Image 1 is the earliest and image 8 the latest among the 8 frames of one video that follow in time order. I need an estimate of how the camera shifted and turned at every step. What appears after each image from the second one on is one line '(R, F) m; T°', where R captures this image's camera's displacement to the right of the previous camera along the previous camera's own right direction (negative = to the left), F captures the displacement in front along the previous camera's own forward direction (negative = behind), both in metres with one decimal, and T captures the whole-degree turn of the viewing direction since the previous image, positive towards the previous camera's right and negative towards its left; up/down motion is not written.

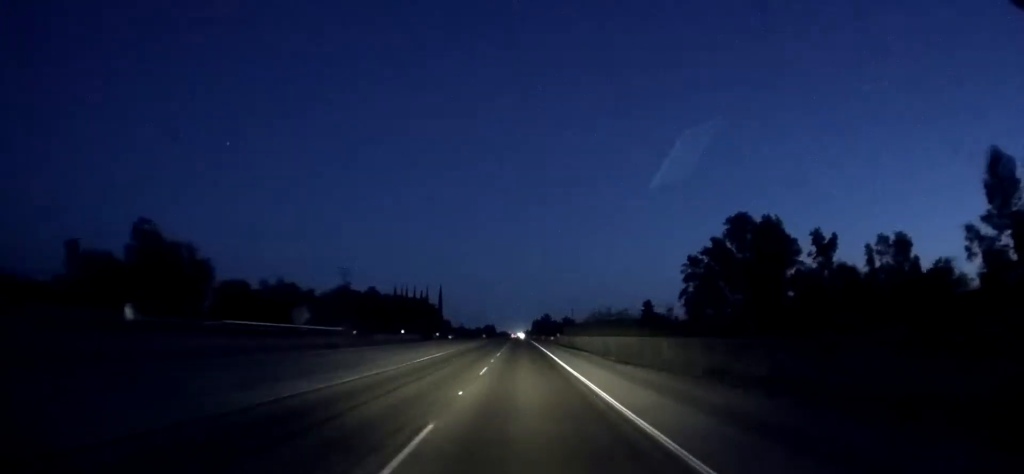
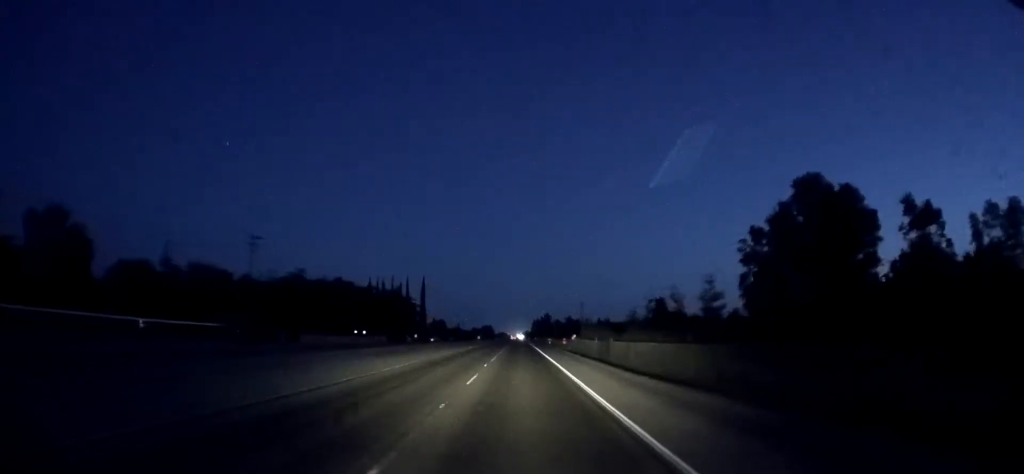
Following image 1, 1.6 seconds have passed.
(0.0, +32.8) m; 0°
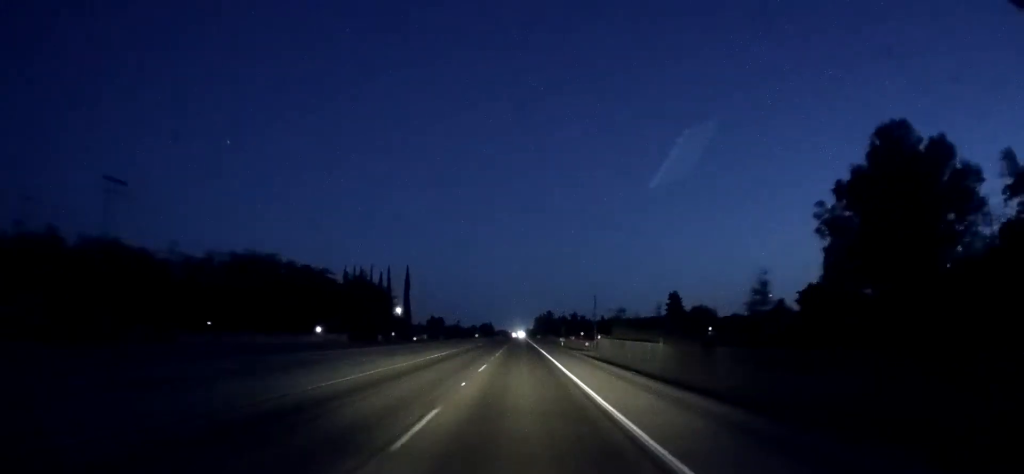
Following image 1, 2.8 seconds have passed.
(+0.4, +24.6) m; +1°
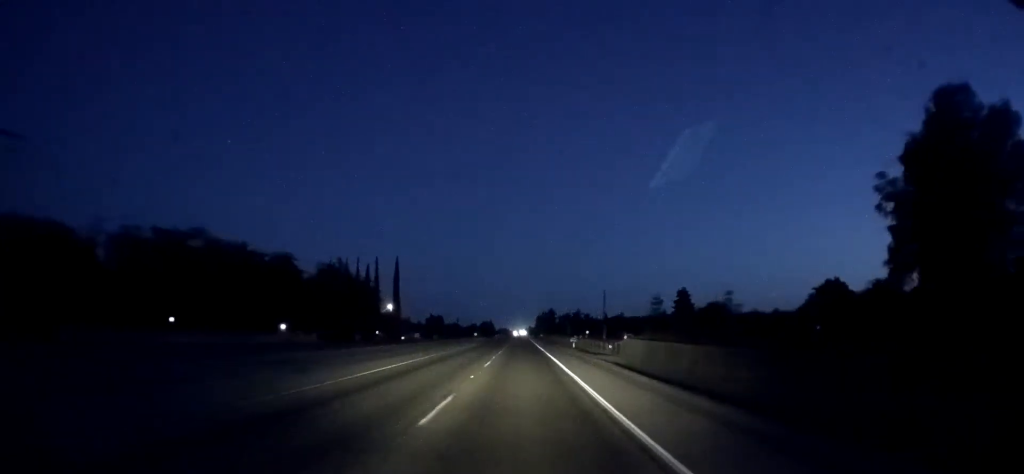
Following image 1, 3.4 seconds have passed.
(+0.6, +12.7) m; -1°
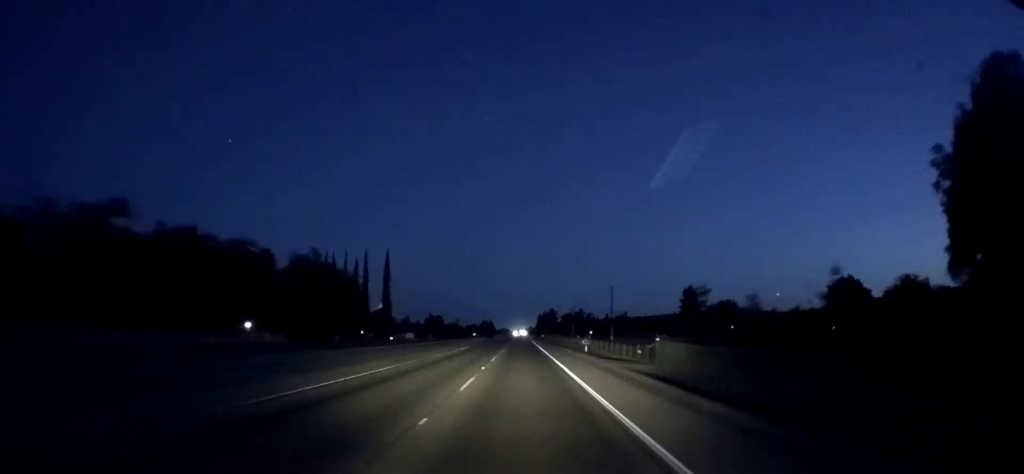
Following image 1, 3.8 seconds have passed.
(-0.6, +9.4) m; -1°
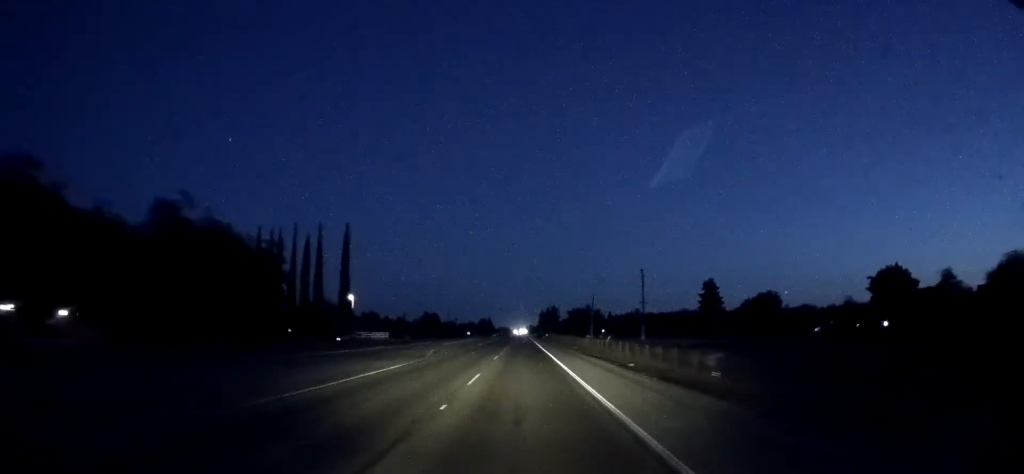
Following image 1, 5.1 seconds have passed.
(-0.4, +27.8) m; 0°
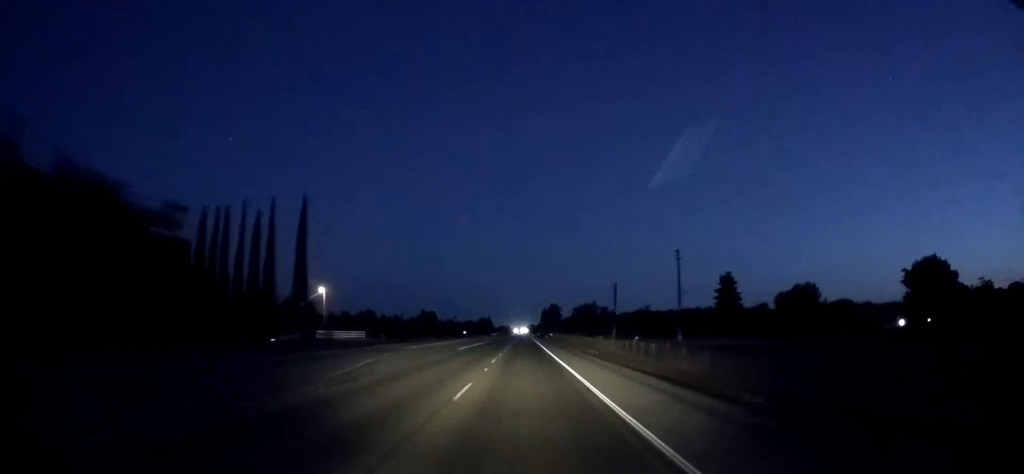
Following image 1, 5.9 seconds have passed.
(+0.2, +18.7) m; +1°
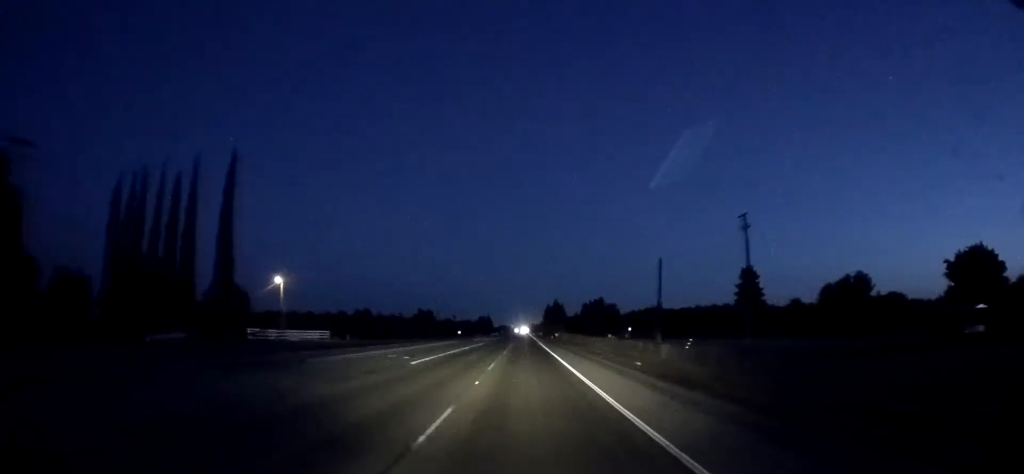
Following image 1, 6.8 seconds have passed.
(0.0, +19.7) m; 0°
